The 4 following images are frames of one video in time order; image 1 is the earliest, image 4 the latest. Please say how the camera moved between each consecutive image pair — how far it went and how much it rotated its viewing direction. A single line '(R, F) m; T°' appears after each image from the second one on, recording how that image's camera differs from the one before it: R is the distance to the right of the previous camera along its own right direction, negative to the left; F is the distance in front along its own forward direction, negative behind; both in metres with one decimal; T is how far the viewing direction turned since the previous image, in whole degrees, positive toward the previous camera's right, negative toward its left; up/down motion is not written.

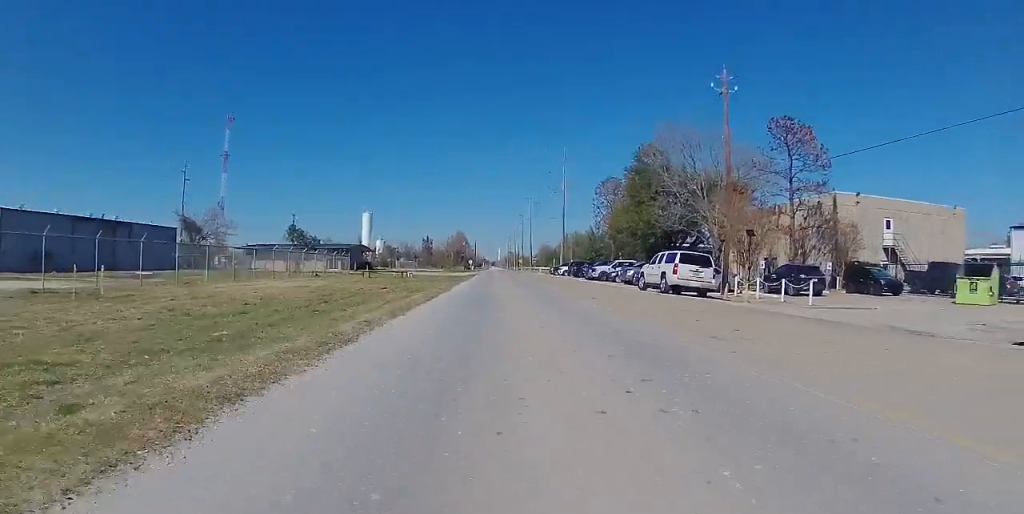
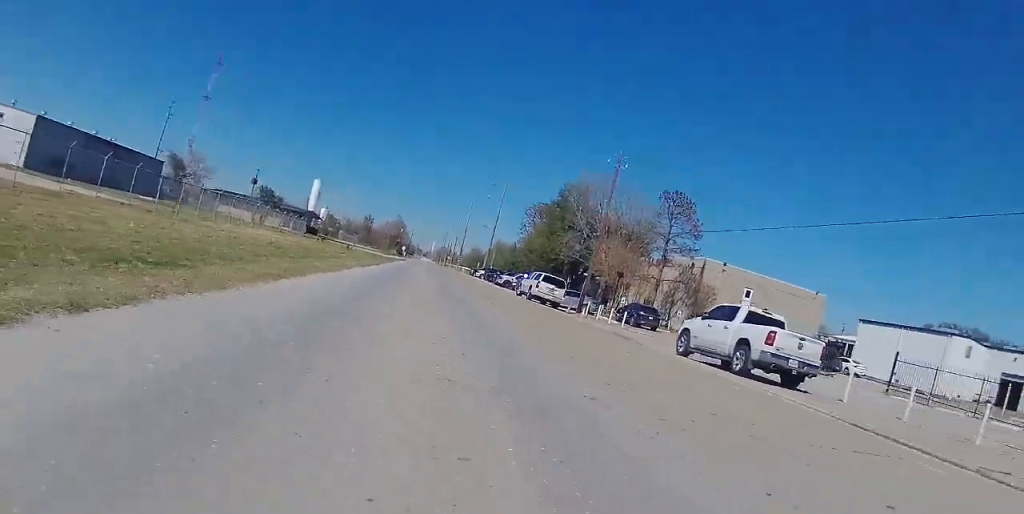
(-0.2, +10.9) m; +3°
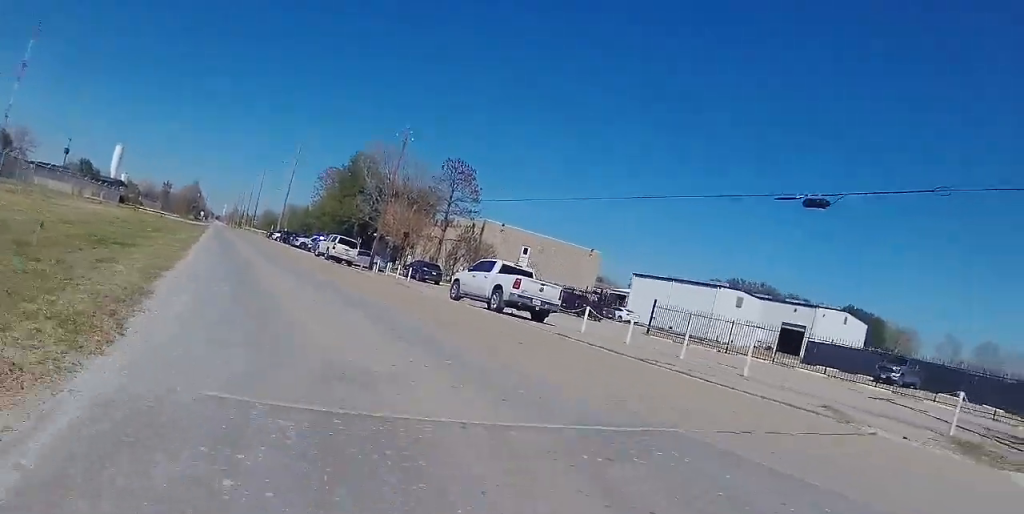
(+0.3, +4.9) m; +14°
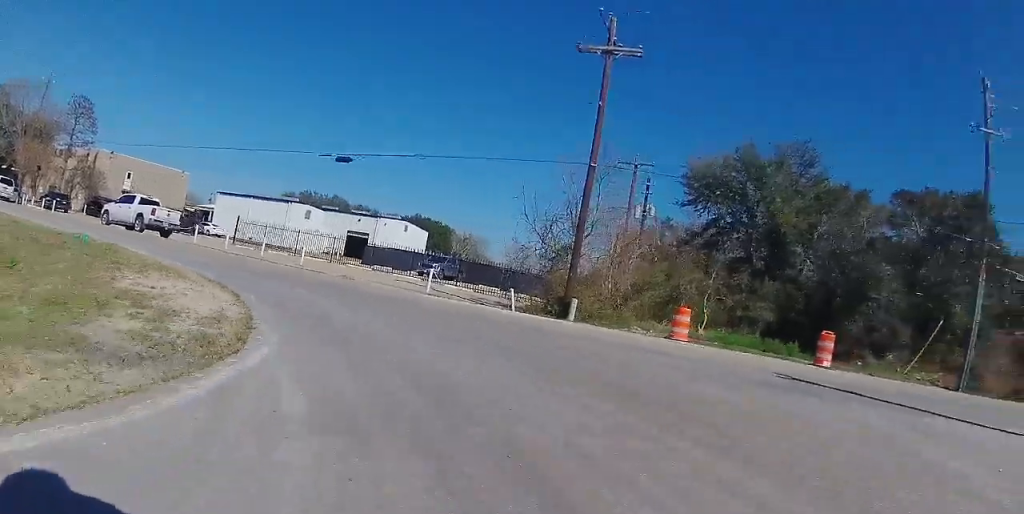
(+3.3, +8.9) m; +43°
